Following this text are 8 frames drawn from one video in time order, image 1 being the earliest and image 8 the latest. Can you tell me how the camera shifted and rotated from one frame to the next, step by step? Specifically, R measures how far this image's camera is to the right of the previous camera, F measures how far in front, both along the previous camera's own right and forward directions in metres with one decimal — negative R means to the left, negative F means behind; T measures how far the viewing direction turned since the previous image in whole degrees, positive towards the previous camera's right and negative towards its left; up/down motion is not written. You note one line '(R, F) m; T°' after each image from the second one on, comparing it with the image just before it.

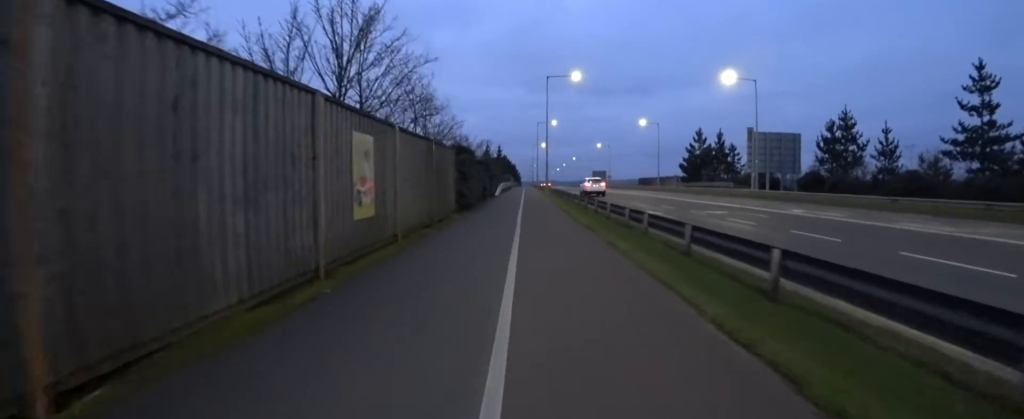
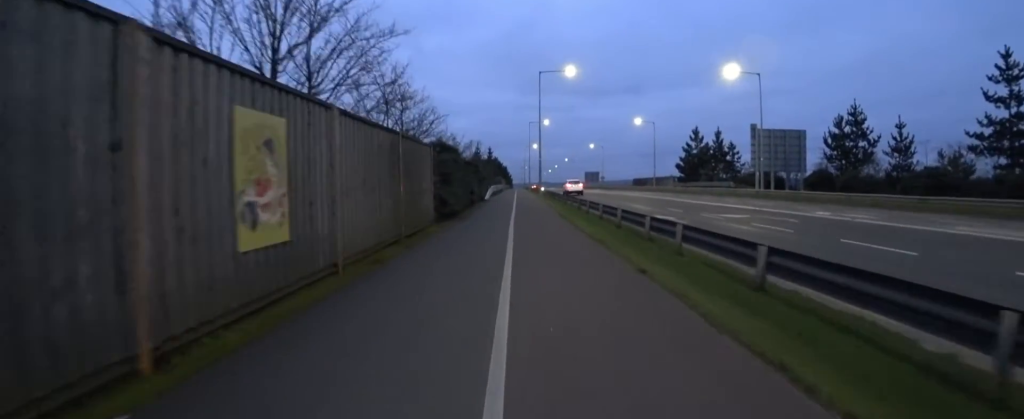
(-0.3, +2.4) m; -3°
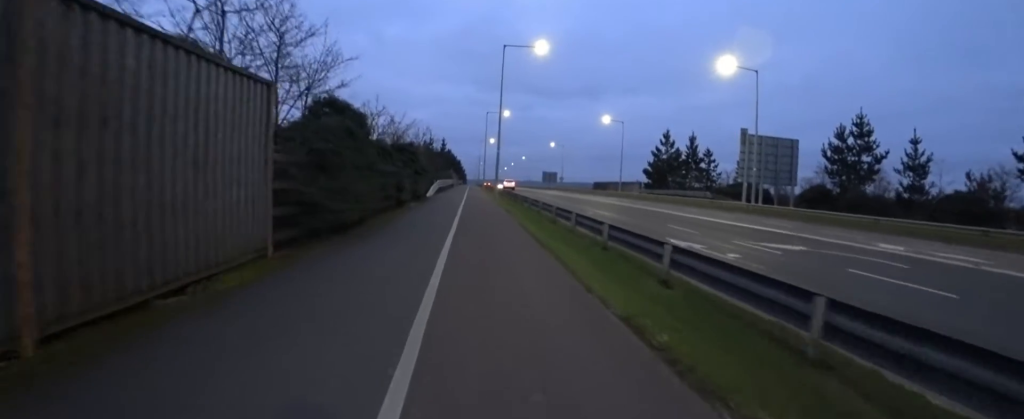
(+1.0, +6.3) m; +15°
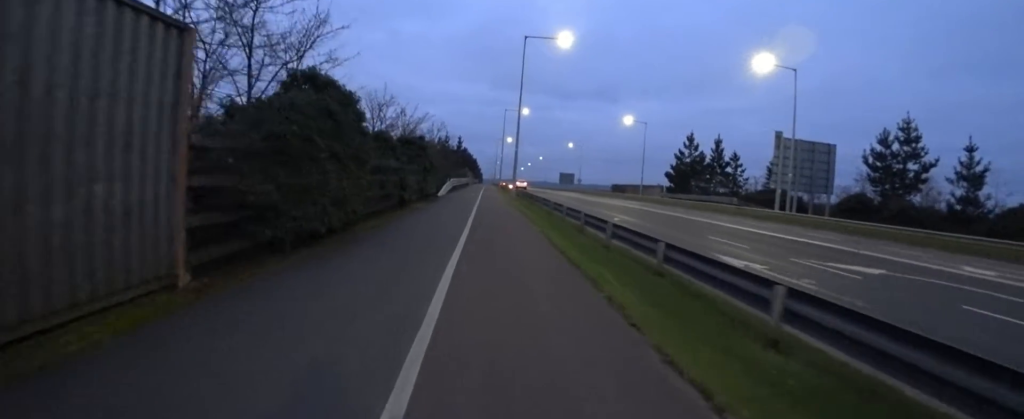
(+0.1, +1.9) m; +3°
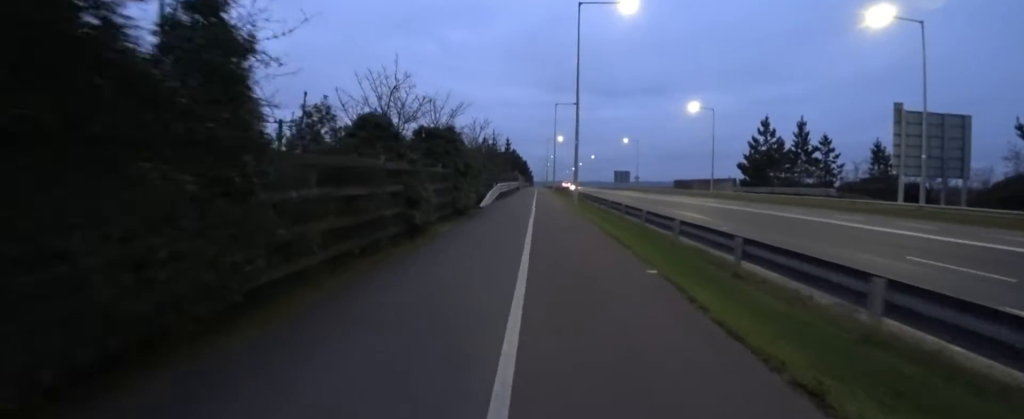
(-0.3, +5.0) m; -13°
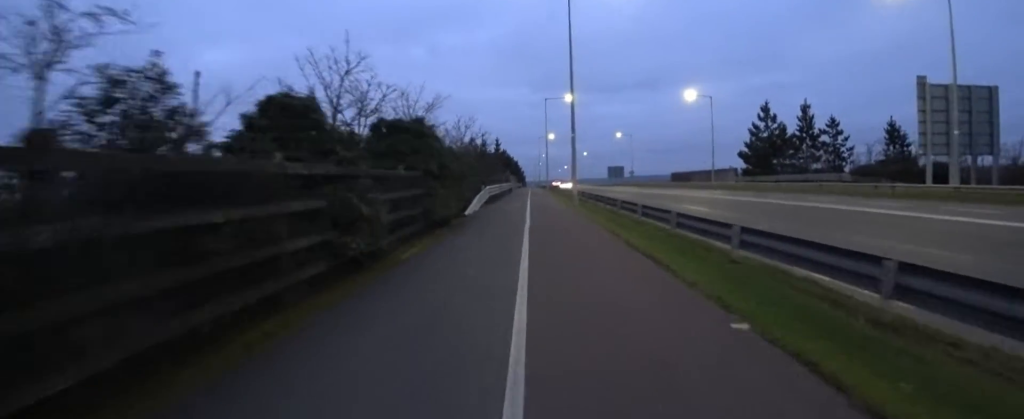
(-0.5, +2.5) m; -4°
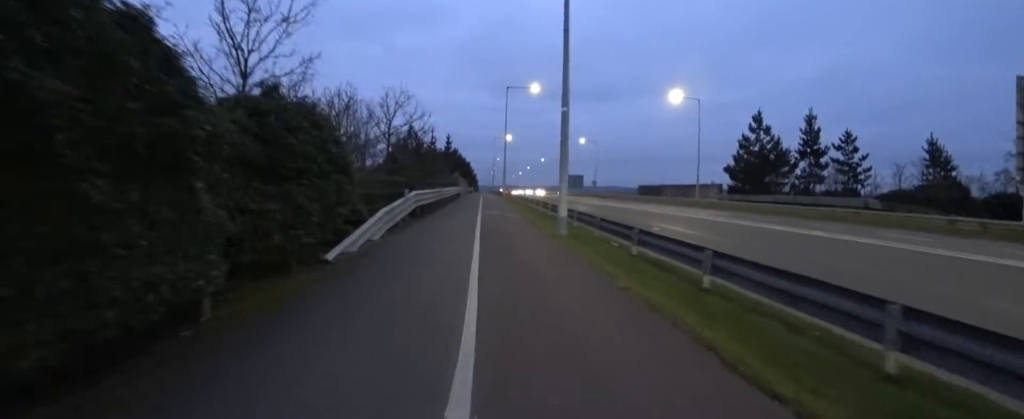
(+1.4, +8.5) m; +7°
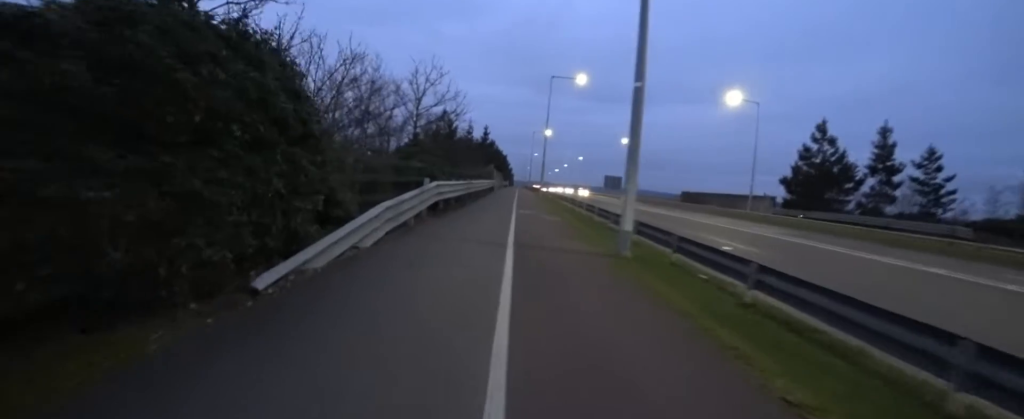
(-0.4, +2.6) m; 0°
